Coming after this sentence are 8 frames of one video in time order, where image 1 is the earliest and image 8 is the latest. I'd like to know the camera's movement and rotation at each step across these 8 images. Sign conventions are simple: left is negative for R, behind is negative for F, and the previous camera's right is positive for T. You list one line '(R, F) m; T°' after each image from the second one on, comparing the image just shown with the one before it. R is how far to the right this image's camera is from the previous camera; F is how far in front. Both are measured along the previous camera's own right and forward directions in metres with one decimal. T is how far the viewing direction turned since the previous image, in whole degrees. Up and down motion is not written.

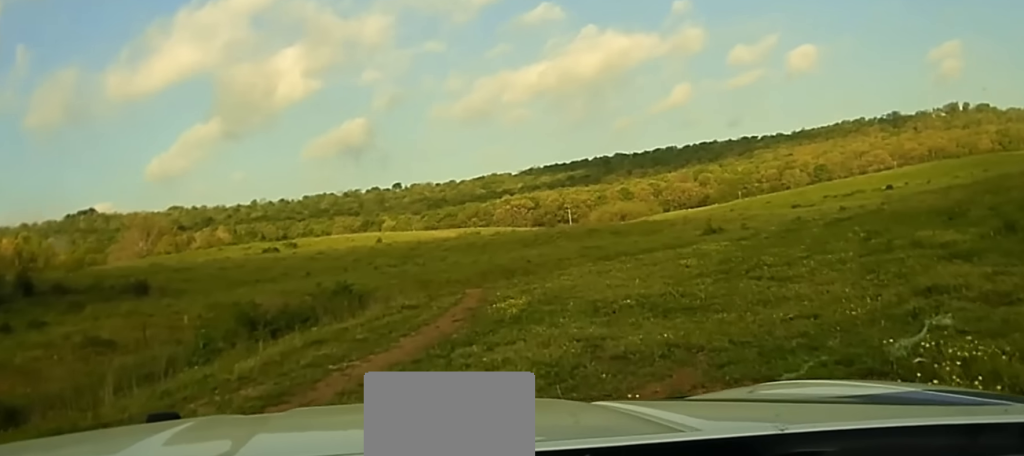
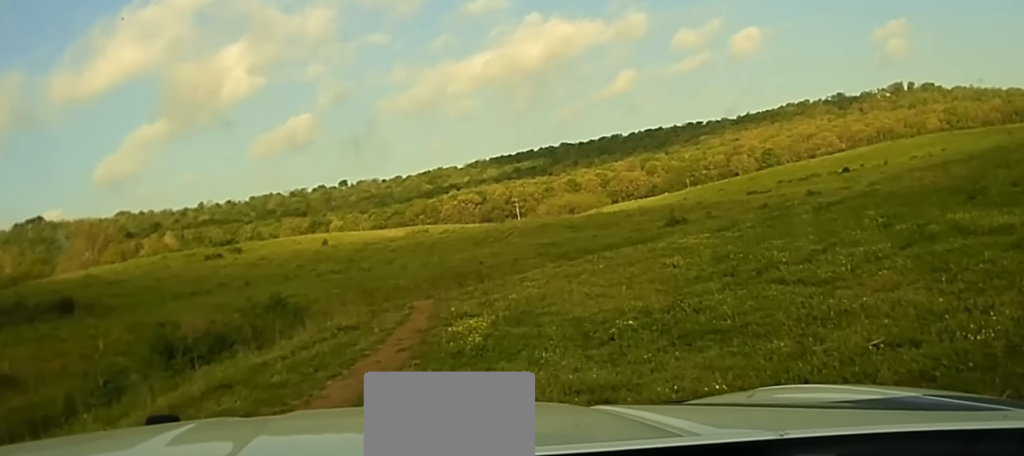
(+0.1, +2.9) m; +6°
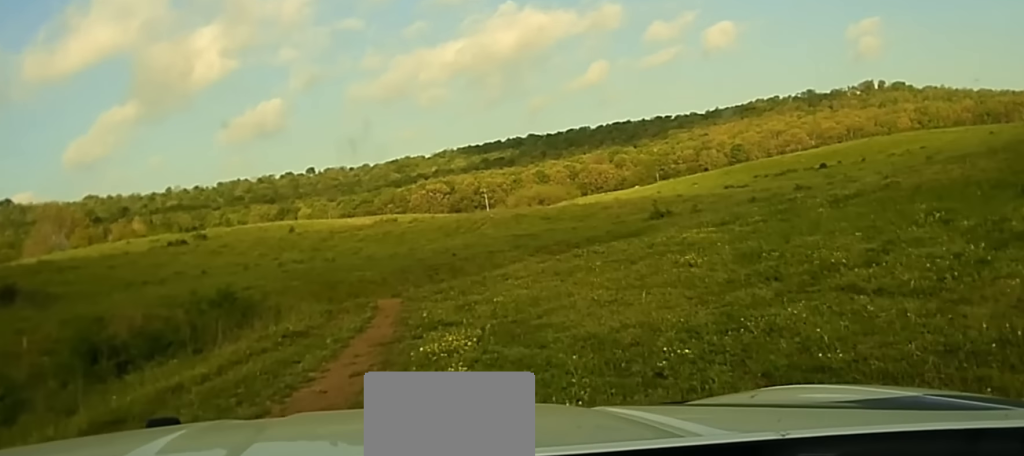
(+0.3, +2.6) m; +4°
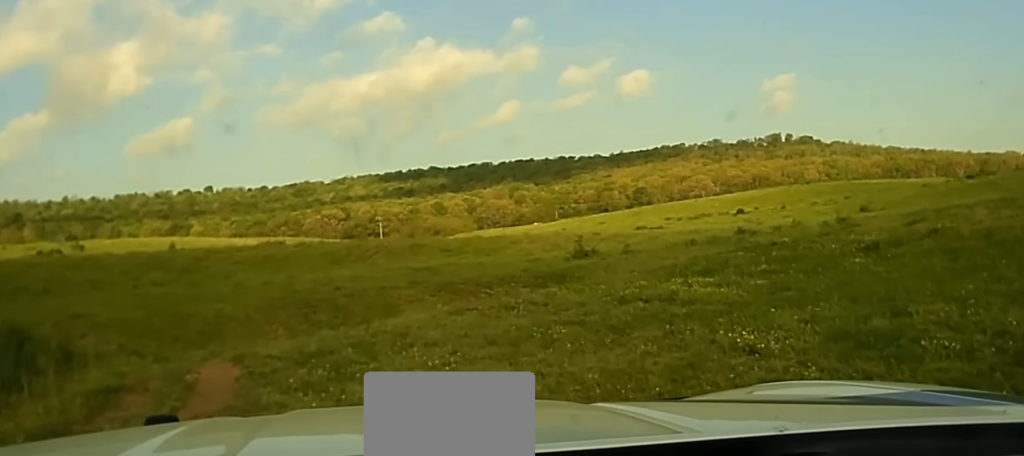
(+0.2, +6.4) m; +3°
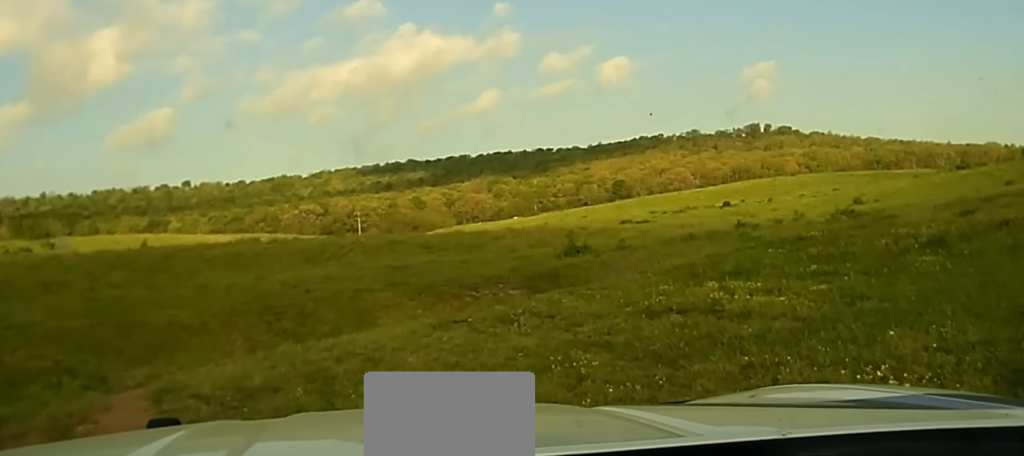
(-0.1, +2.8) m; +4°
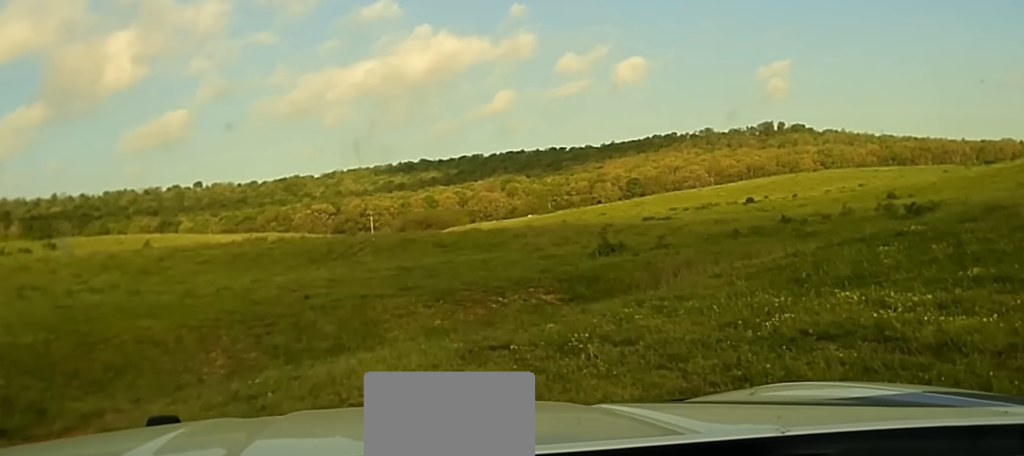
(+0.3, +3.6) m; +2°
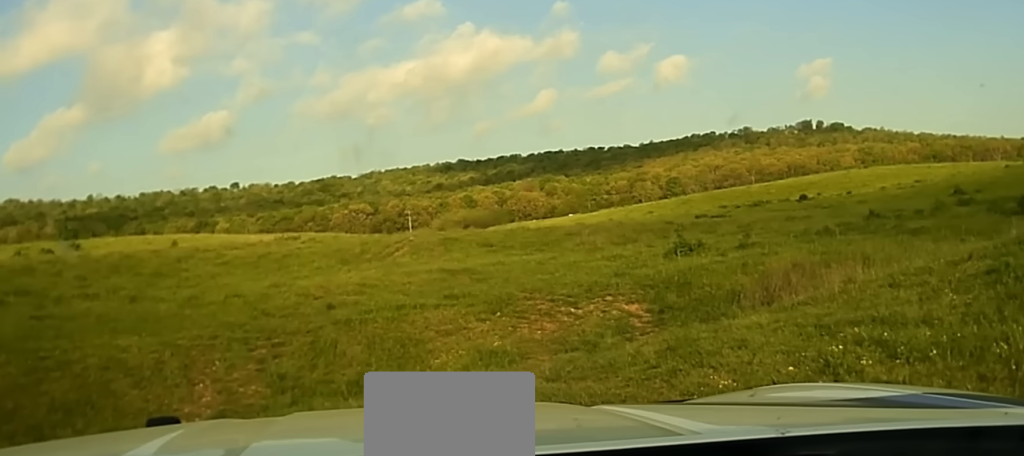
(-0.1, +4.6) m; -10°
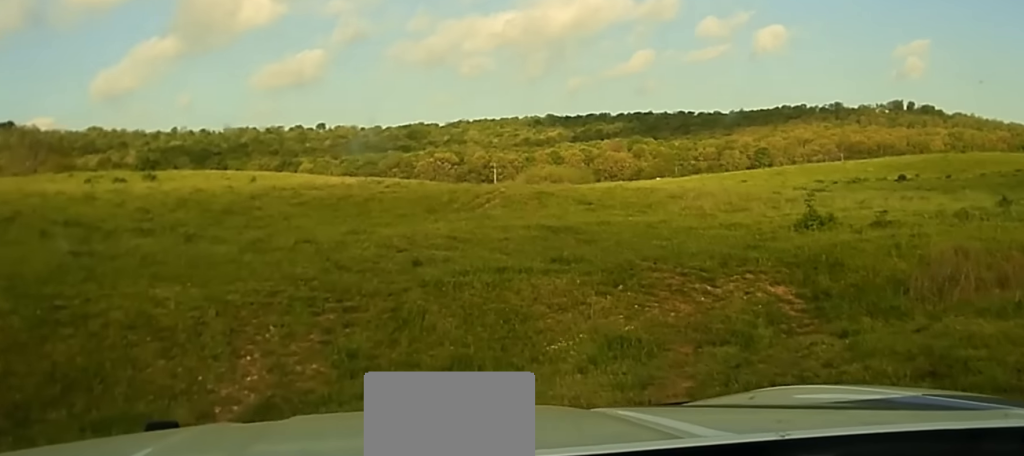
(-0.4, +3.5) m; -6°
